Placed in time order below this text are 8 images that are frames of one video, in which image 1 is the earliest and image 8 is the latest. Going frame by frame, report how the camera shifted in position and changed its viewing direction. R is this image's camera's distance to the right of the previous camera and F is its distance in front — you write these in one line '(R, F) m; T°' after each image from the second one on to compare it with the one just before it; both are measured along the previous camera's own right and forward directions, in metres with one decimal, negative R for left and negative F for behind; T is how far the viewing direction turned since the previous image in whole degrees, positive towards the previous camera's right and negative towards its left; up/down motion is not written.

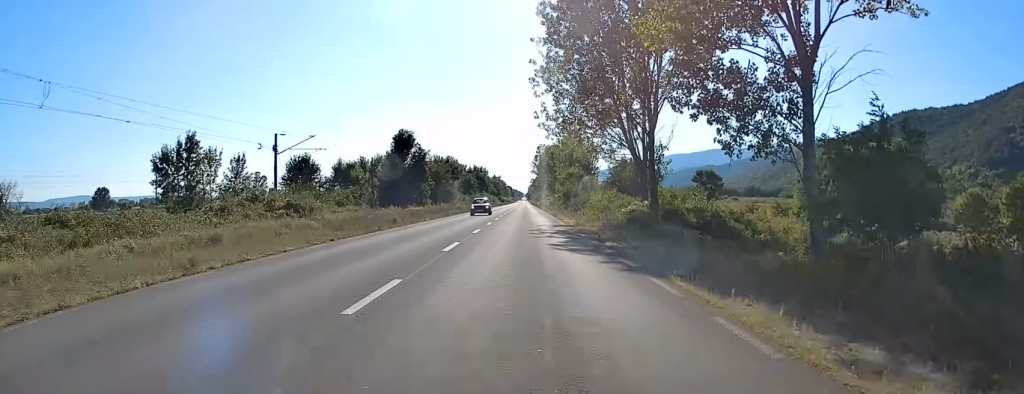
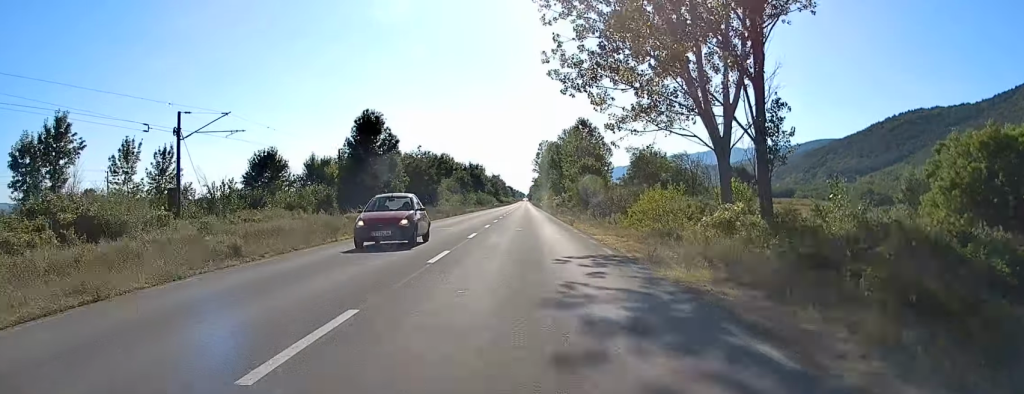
(-0.2, +20.7) m; 0°
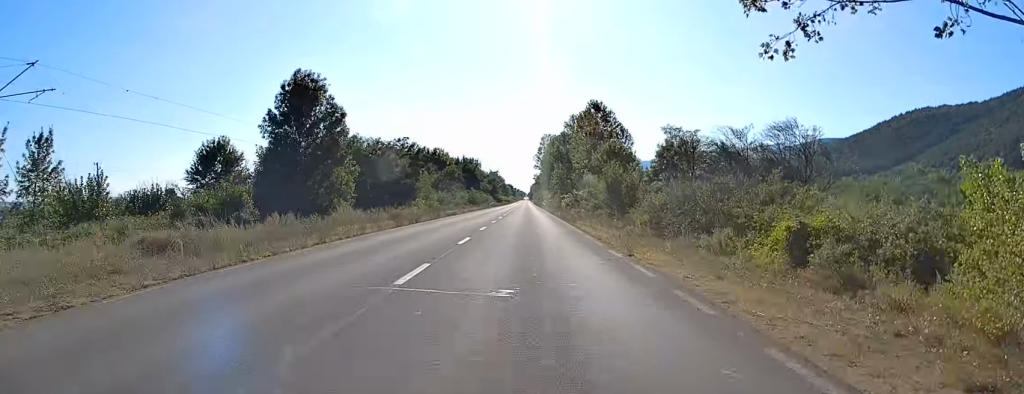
(+0.5, +21.6) m; +1°
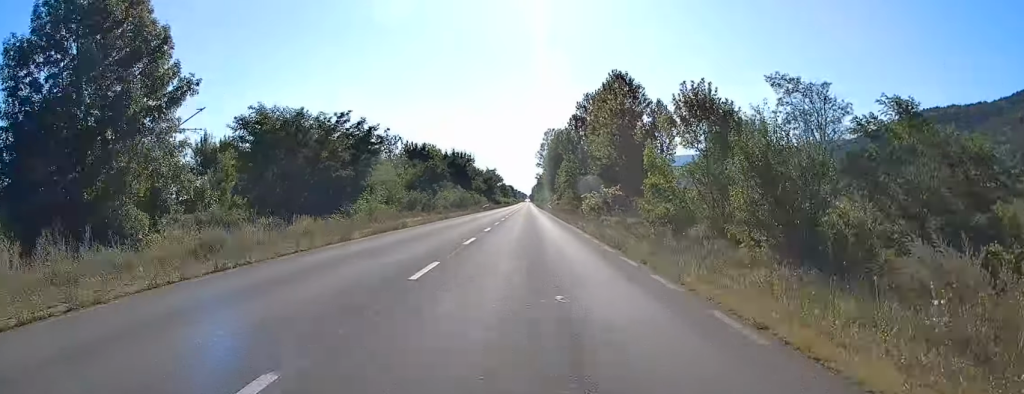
(-0.5, +25.9) m; -1°
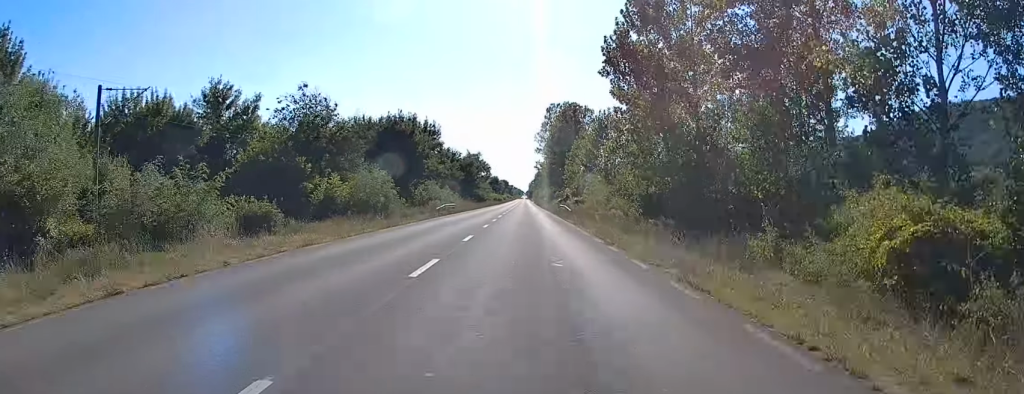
(0.0, +53.9) m; 0°
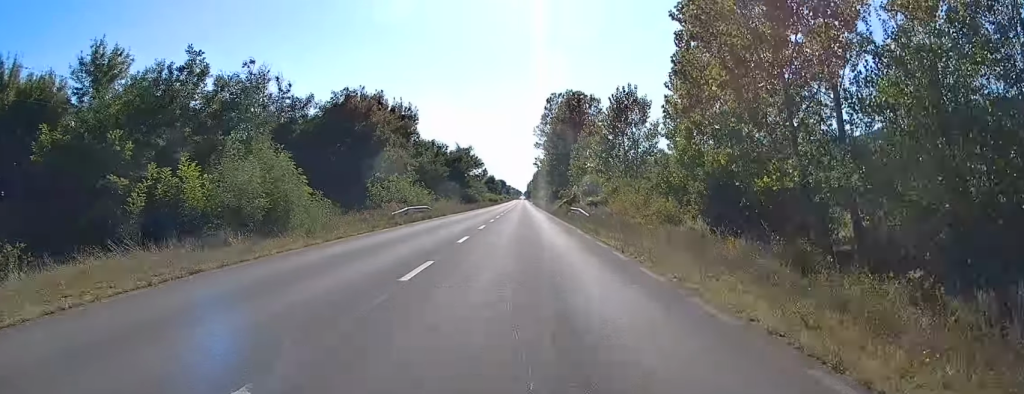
(0.0, +18.2) m; 0°
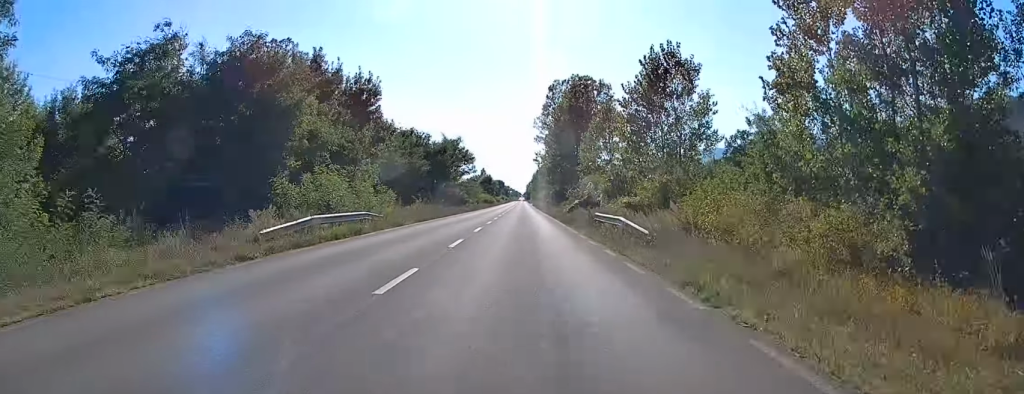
(0.0, +19.0) m; 0°
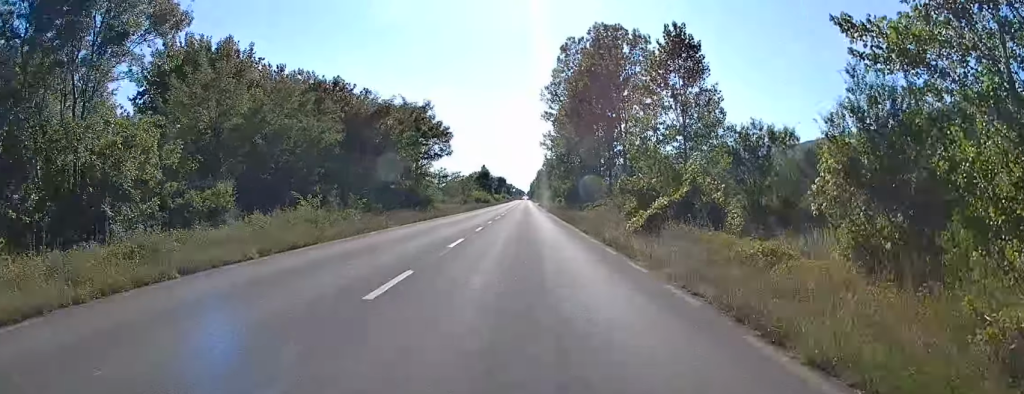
(-0.1, +36.3) m; 0°
